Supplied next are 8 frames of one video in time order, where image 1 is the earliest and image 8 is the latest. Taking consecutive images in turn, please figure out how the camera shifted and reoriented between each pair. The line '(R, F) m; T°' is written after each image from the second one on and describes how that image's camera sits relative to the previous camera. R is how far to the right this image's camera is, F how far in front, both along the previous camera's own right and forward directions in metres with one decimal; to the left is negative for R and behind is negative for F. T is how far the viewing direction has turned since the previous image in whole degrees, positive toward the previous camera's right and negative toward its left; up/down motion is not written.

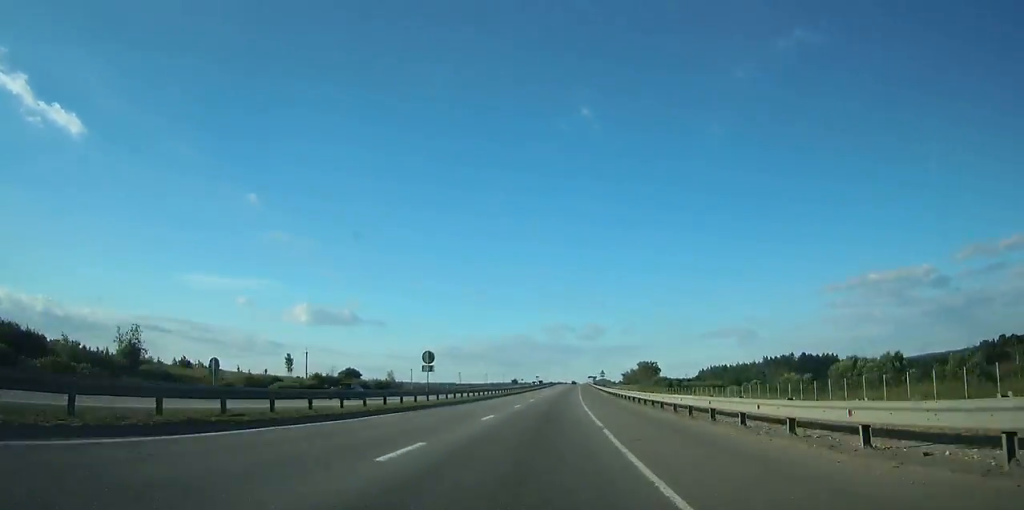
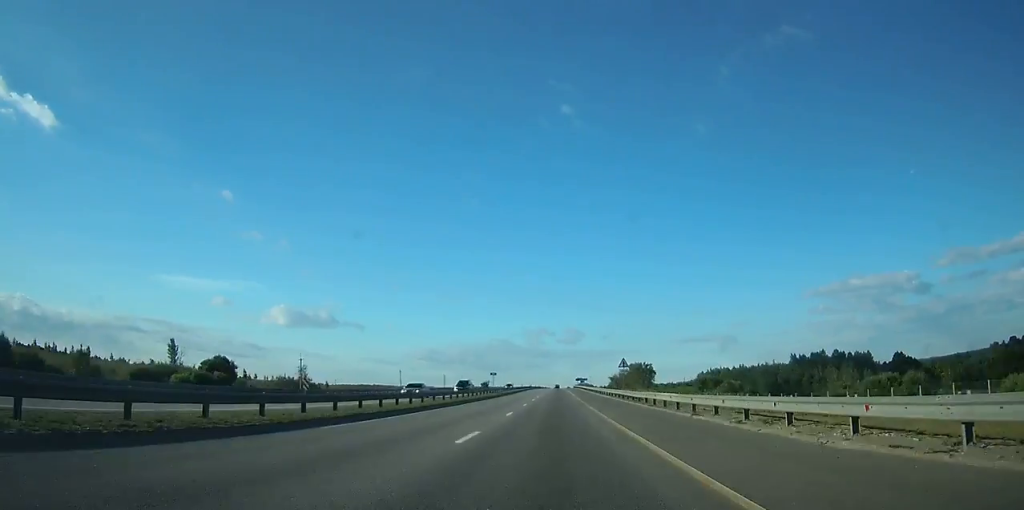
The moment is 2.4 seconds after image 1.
(+1.3, +70.2) m; +2°
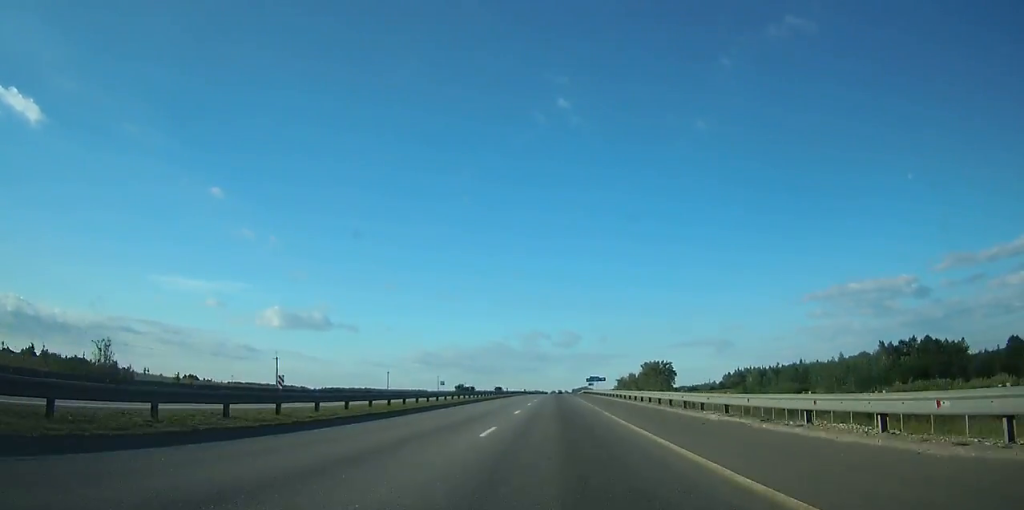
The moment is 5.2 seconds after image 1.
(+1.1, +85.3) m; +1°
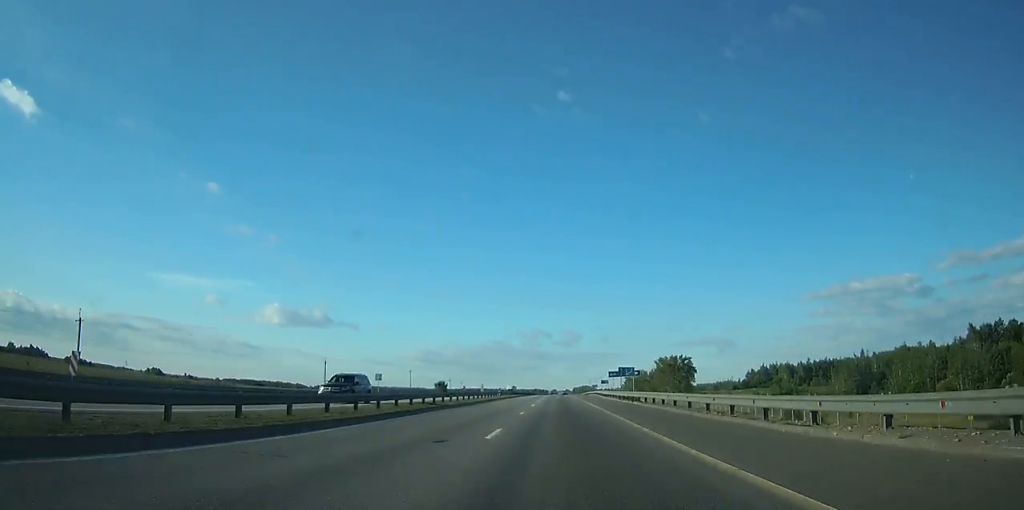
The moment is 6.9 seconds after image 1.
(0.0, +49.4) m; 0°
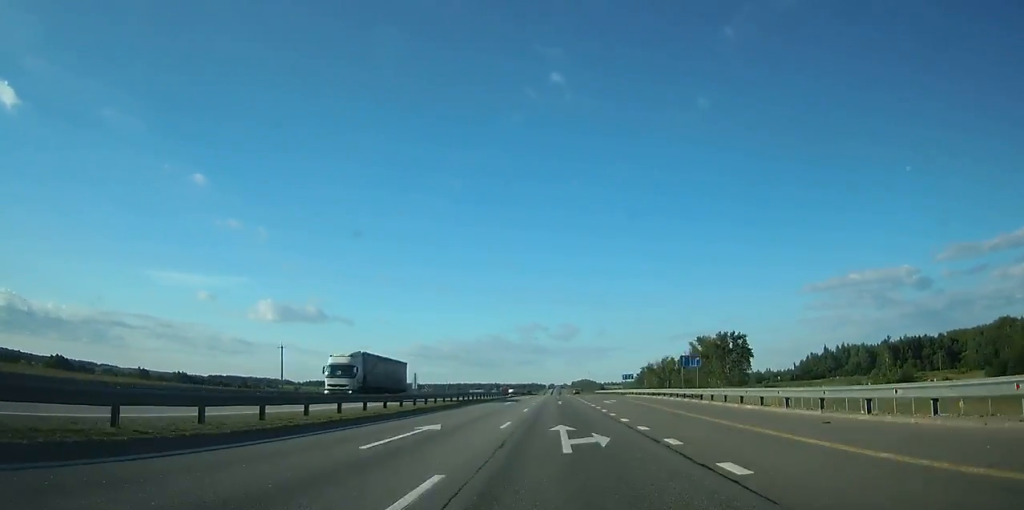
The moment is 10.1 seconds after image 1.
(+0.1, +93.8) m; 0°
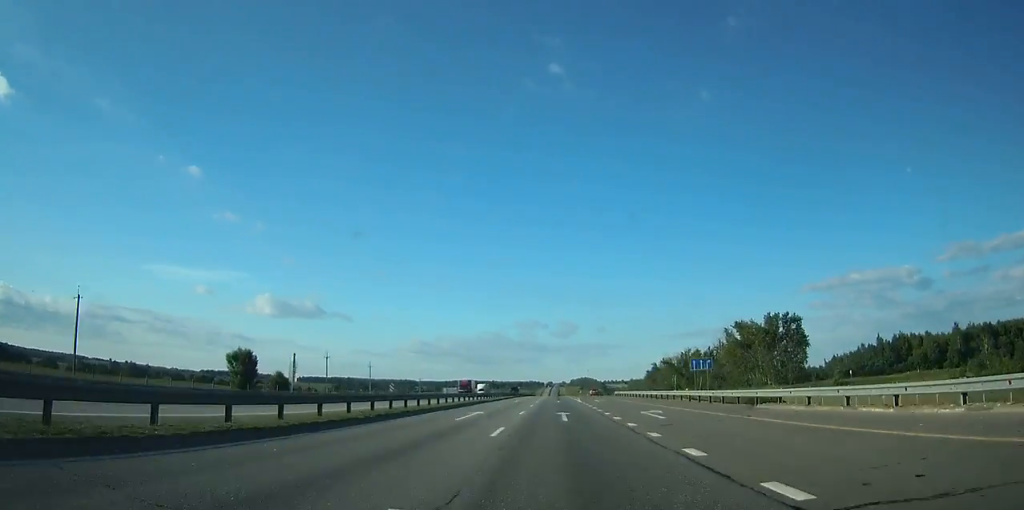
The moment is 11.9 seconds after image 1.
(0.0, +50.6) m; 0°
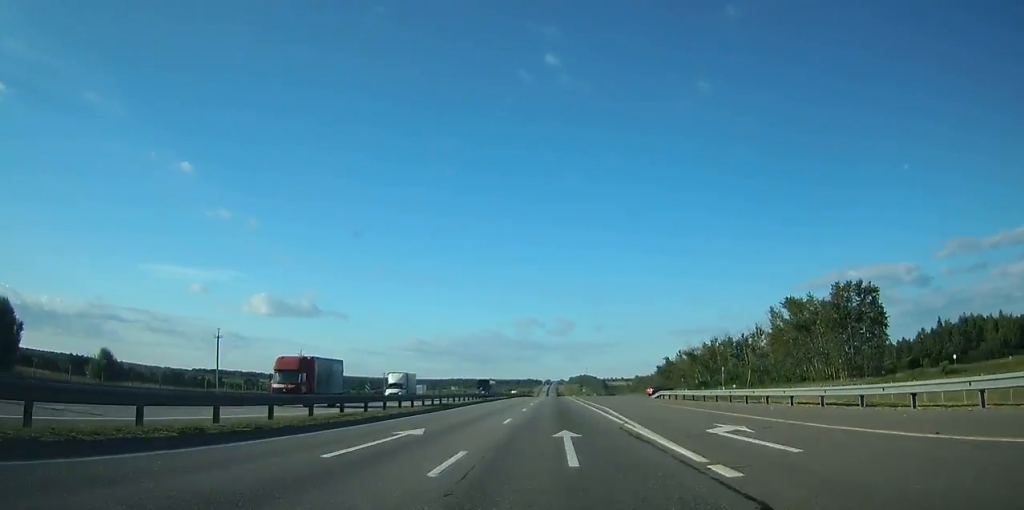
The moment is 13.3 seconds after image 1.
(+0.1, +41.0) m; 0°
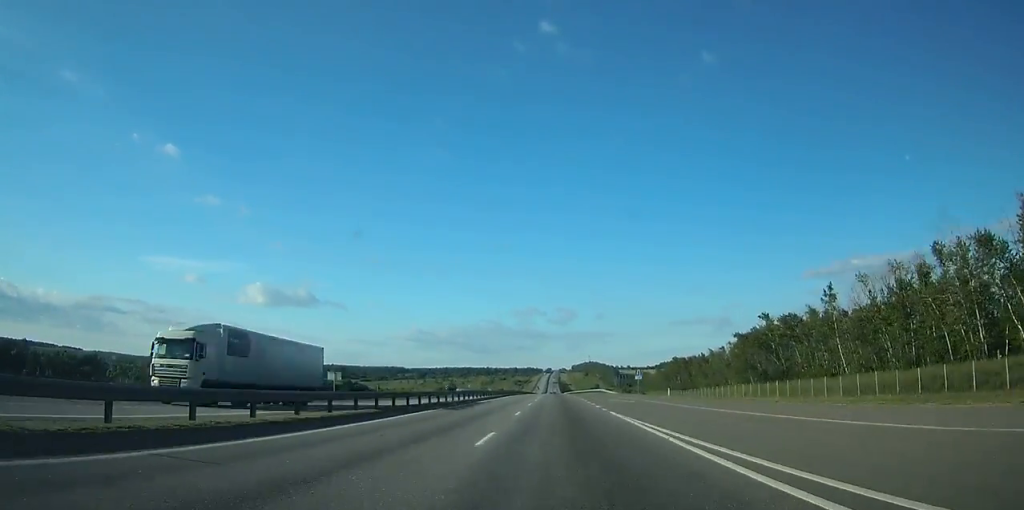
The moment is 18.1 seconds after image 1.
(+0.1, +135.7) m; 0°
